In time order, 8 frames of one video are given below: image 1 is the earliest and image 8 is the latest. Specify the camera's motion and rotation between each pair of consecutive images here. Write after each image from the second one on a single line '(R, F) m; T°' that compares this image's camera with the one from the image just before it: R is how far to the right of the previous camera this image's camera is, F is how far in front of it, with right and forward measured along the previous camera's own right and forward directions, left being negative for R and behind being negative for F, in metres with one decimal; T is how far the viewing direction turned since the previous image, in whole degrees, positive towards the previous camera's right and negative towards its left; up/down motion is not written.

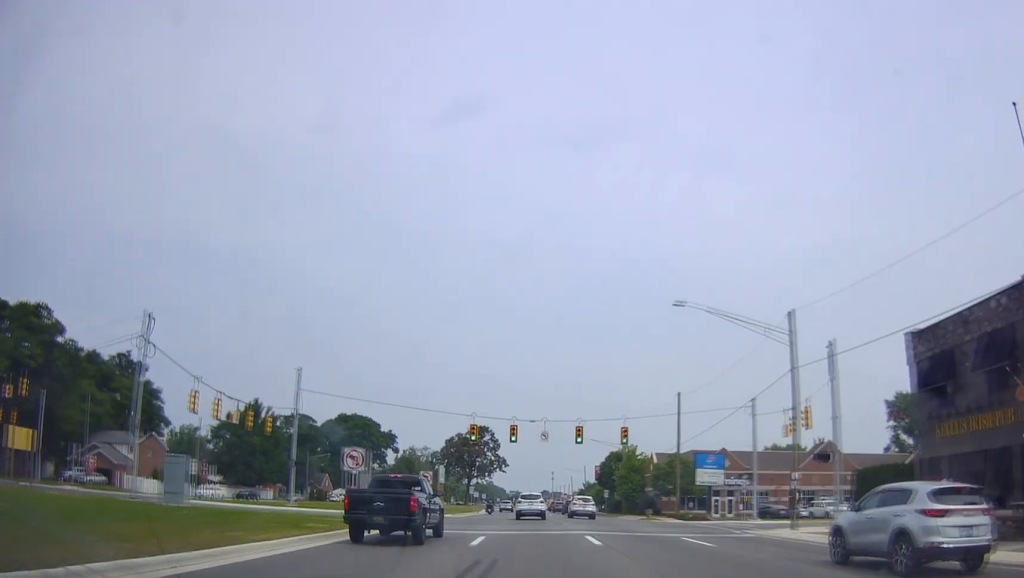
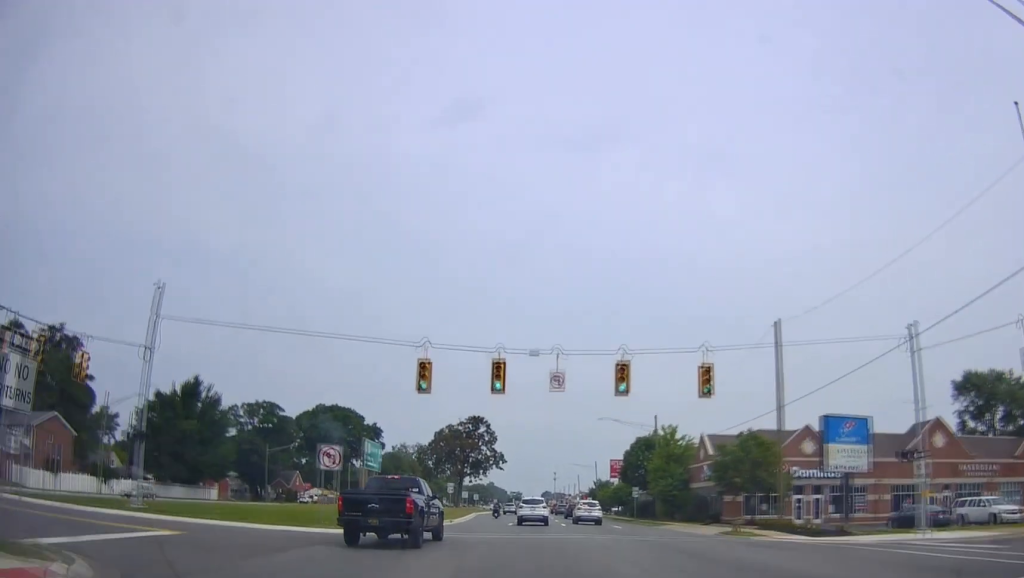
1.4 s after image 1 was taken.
(-0.4, +23.8) m; 0°
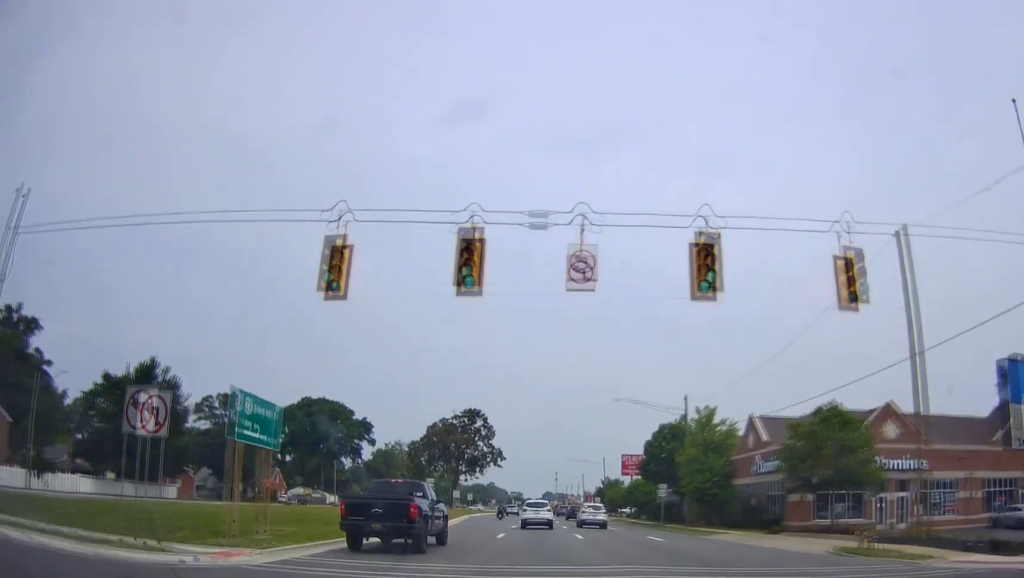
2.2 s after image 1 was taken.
(+0.4, +13.0) m; 0°
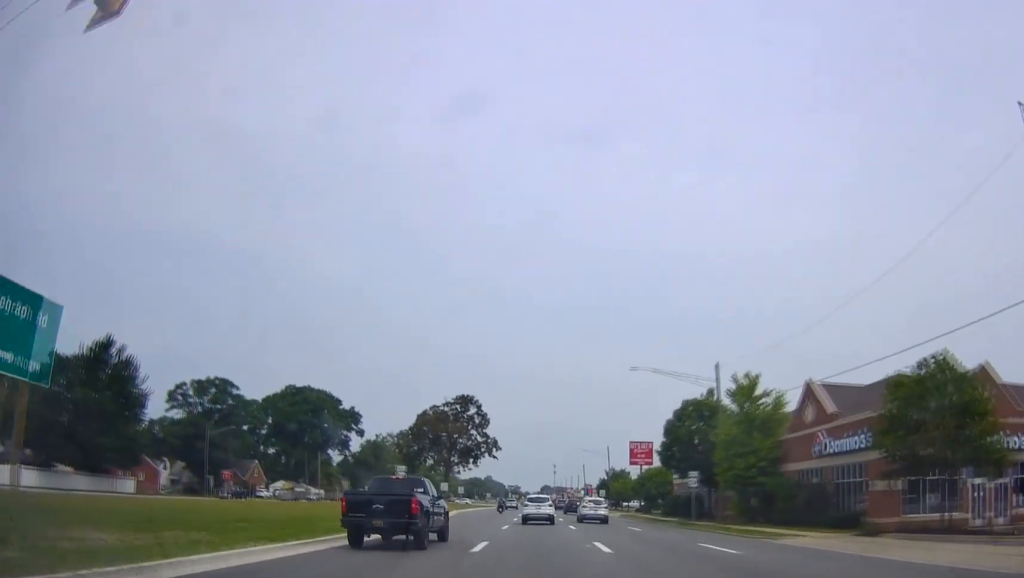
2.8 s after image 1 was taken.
(-0.5, +10.2) m; 0°
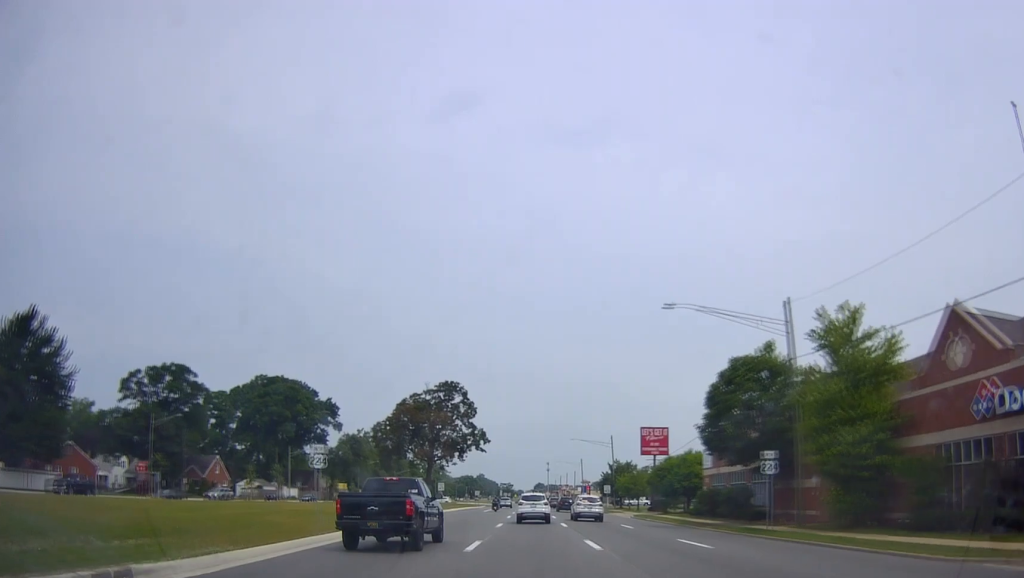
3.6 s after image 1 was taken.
(+0.3, +14.4) m; +2°
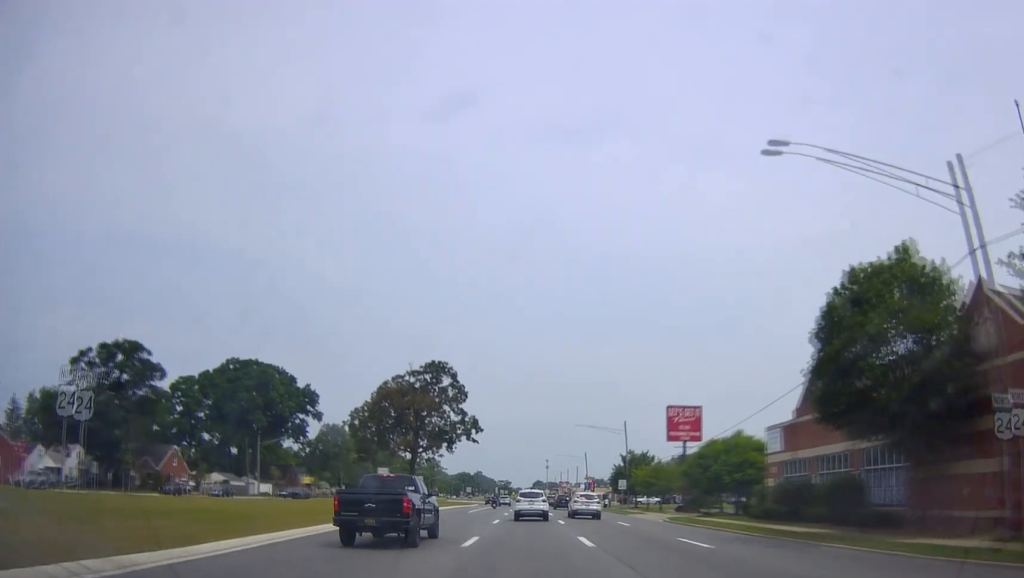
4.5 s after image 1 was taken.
(+0.3, +15.1) m; +1°
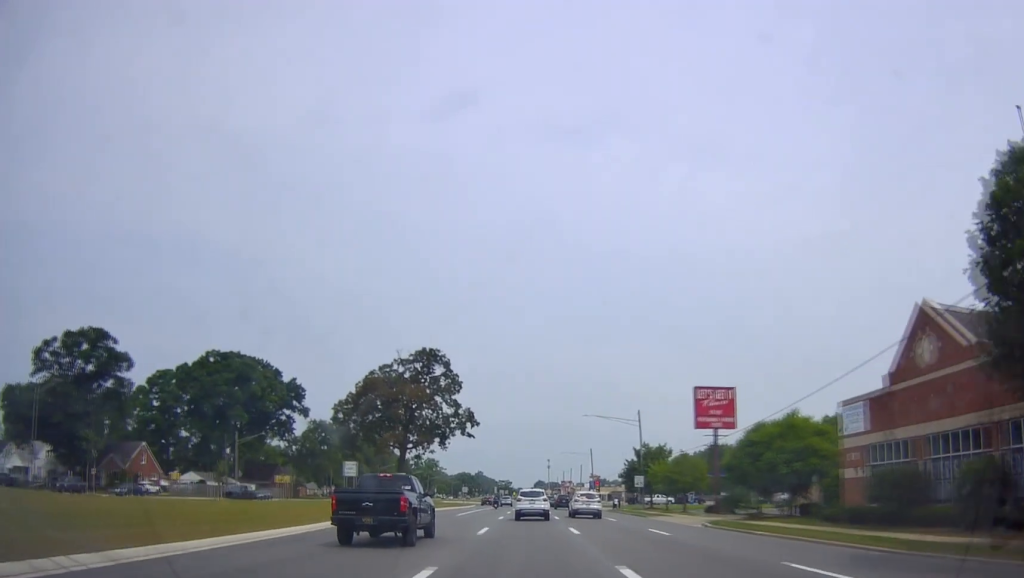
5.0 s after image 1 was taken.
(0.0, +9.9) m; 0°
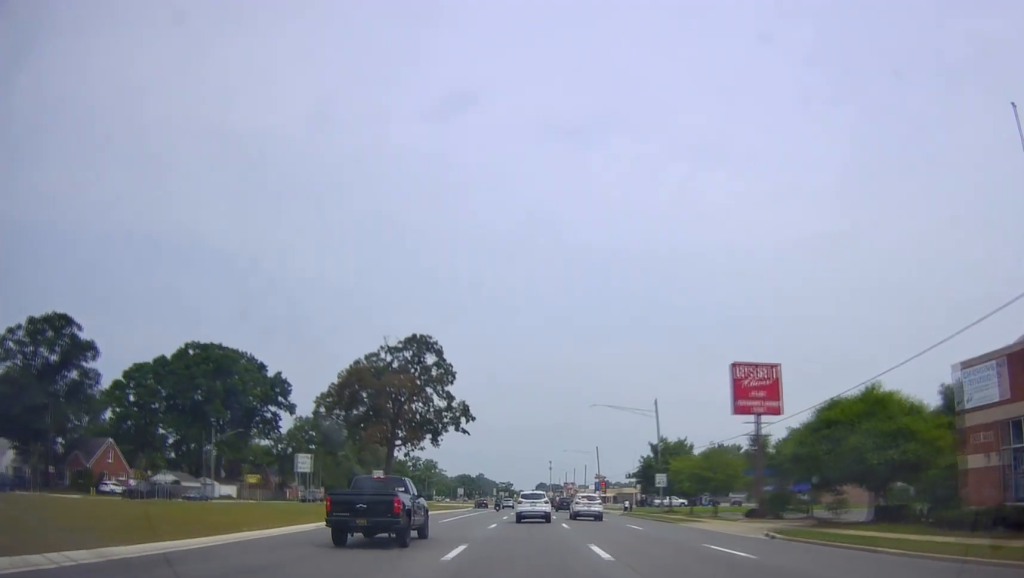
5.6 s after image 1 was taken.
(0.0, +9.3) m; -1°
